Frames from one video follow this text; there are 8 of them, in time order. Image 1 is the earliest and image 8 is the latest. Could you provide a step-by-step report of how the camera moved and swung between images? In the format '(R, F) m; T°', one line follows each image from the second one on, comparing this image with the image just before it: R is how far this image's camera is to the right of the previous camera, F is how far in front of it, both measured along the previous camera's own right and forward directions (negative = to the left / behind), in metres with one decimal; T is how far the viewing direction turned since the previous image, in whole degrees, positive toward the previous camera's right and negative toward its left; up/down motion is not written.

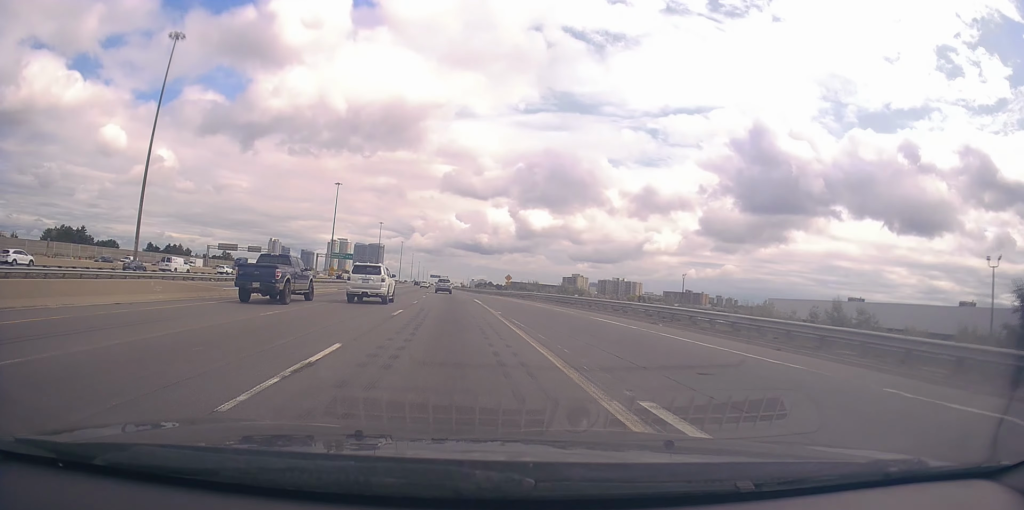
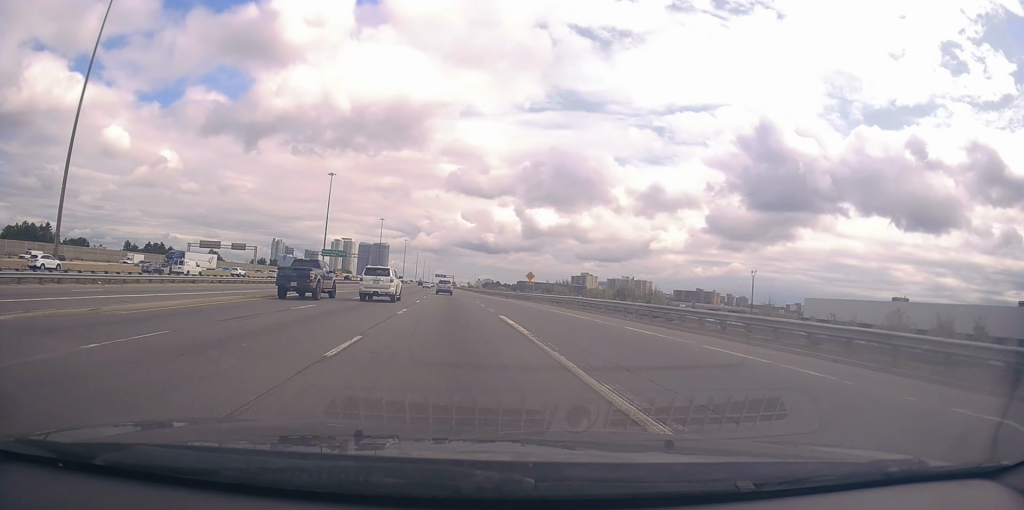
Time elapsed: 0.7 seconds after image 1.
(-0.1, +20.6) m; 0°
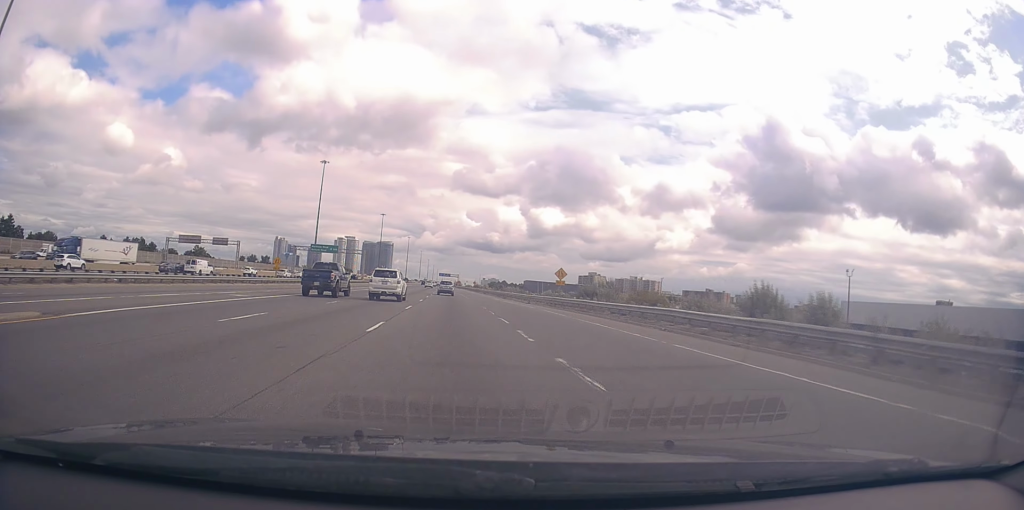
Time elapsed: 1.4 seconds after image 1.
(0.0, +18.7) m; 0°
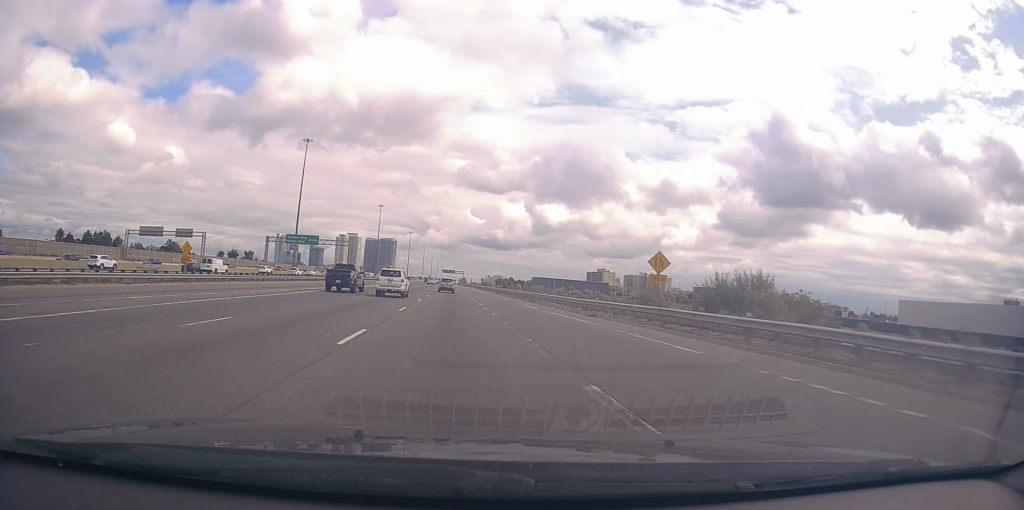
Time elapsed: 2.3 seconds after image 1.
(+0.1, +26.2) m; 0°
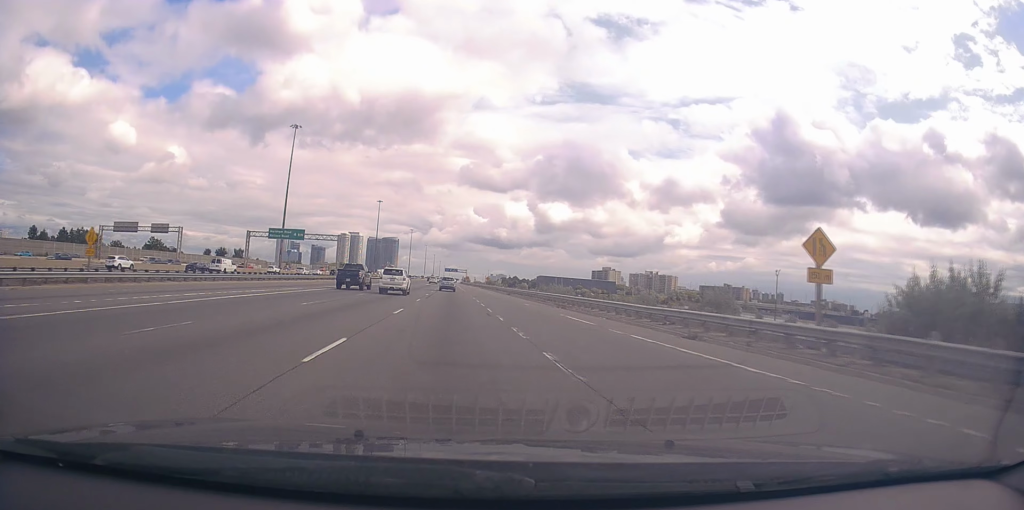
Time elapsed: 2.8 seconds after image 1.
(+0.1, +14.1) m; 0°
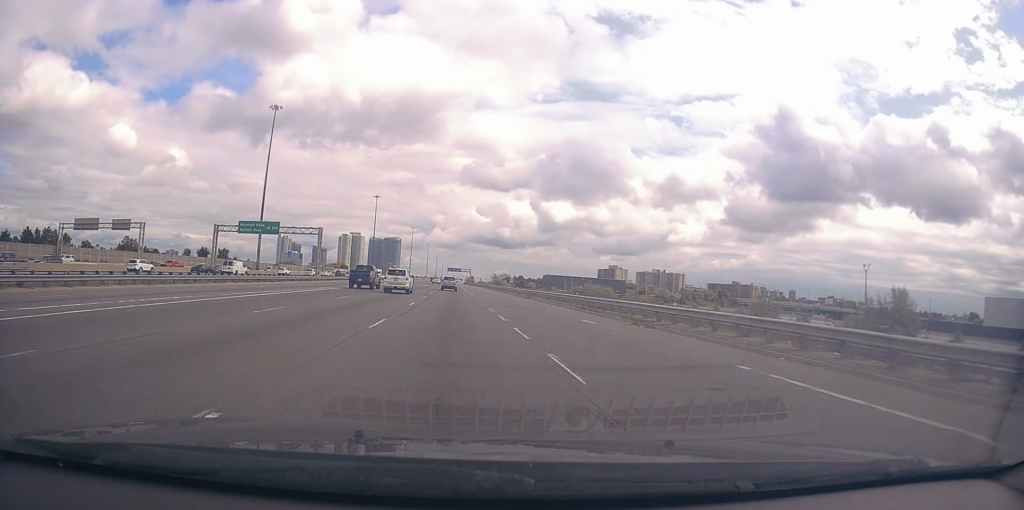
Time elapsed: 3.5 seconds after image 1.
(-0.1, +17.7) m; 0°
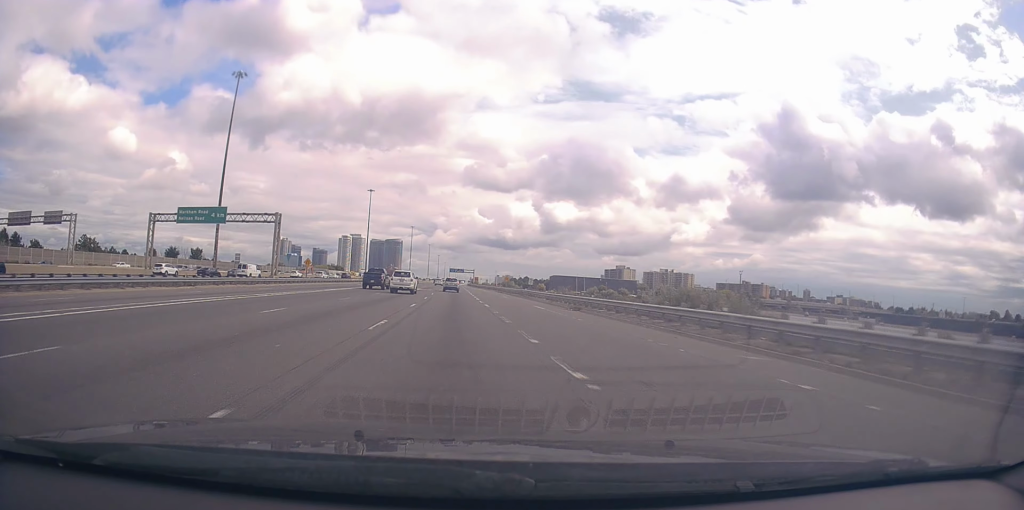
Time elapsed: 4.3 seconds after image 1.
(+0.1, +23.4) m; 0°
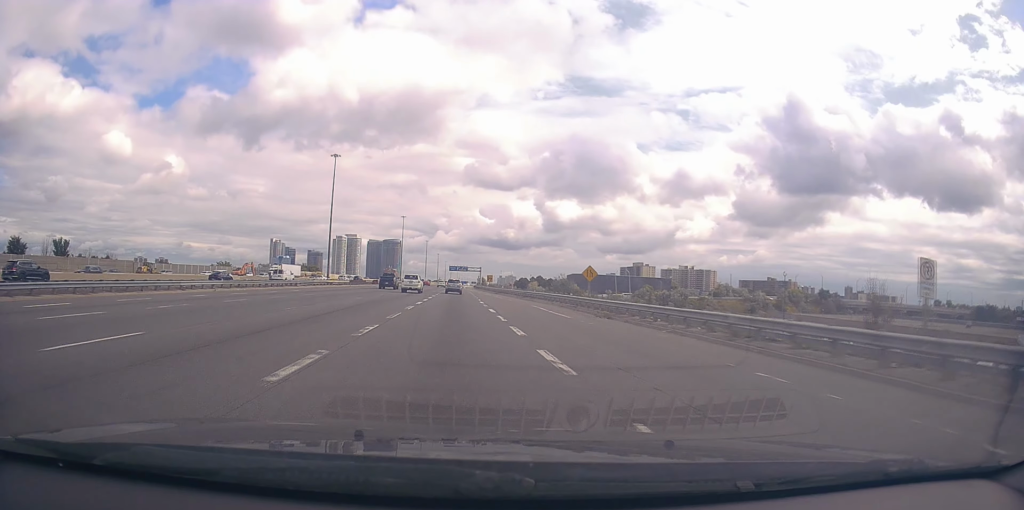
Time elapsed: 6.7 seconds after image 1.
(-1.4, +69.1) m; -1°
